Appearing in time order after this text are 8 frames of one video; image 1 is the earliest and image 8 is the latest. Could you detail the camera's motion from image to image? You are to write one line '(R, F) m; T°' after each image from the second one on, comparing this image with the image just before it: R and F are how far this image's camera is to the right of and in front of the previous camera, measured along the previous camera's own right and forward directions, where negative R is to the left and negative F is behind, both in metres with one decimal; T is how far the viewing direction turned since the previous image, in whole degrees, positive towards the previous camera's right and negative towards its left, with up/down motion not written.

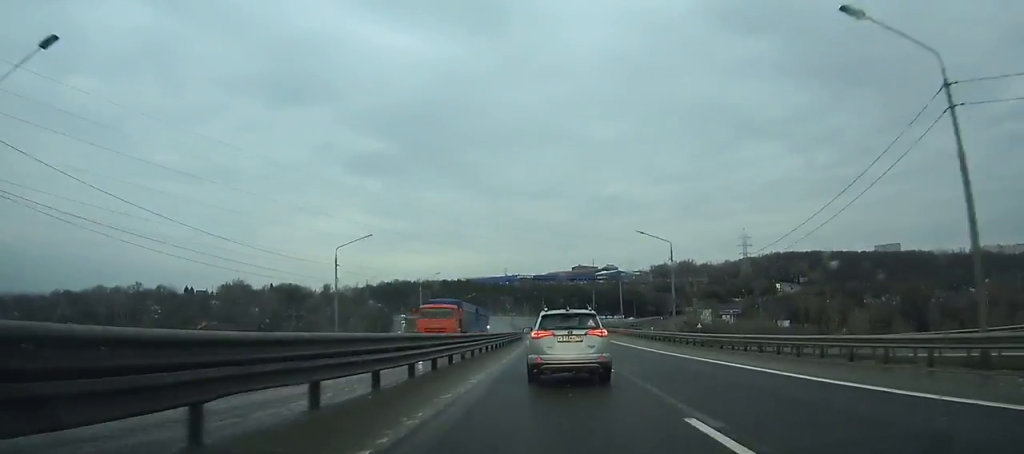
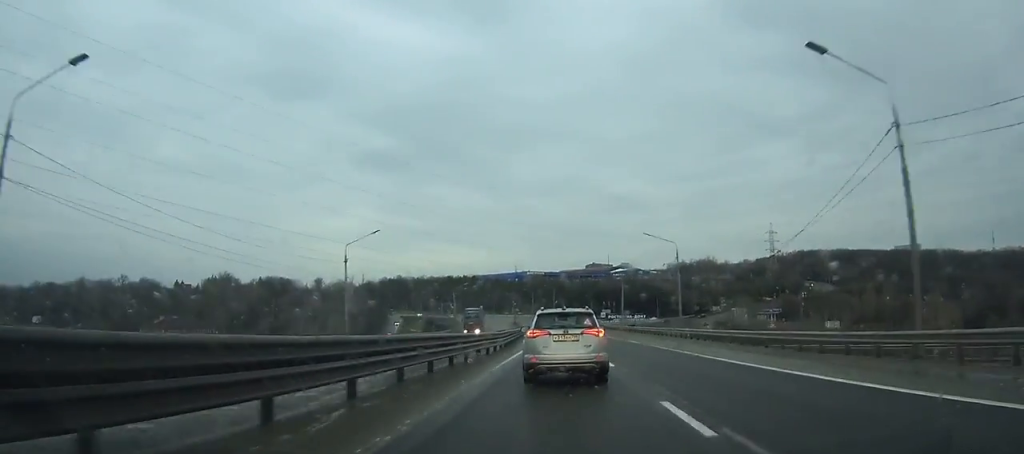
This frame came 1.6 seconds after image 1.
(0.0, +34.4) m; 0°
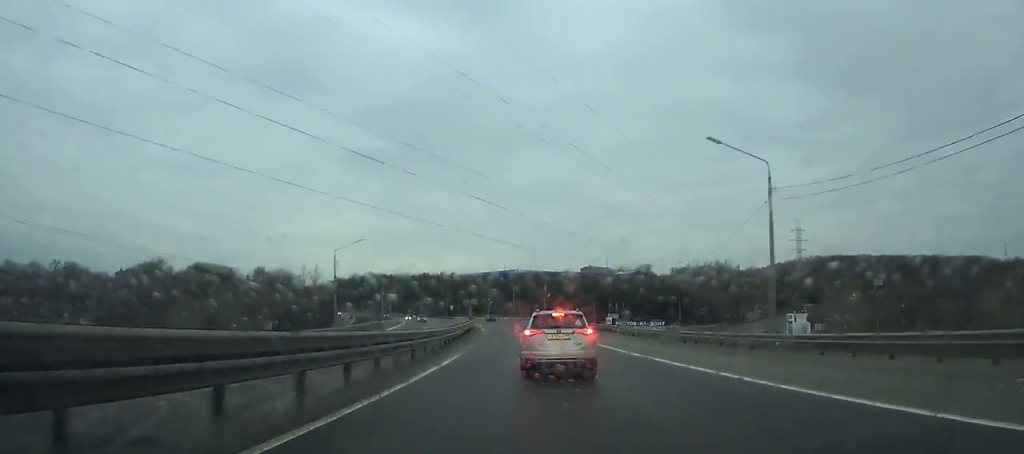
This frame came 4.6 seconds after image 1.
(-0.4, +64.0) m; -3°
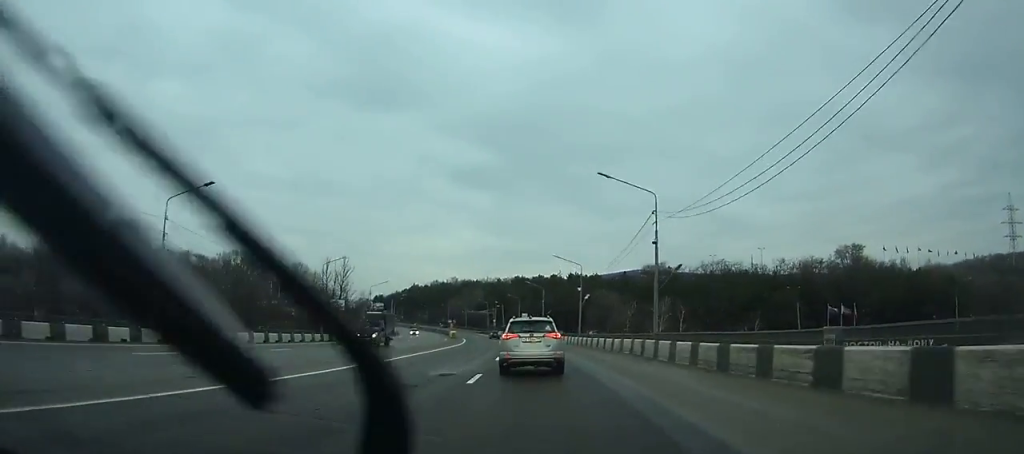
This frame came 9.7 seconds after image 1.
(-8.3, +106.2) m; -11°
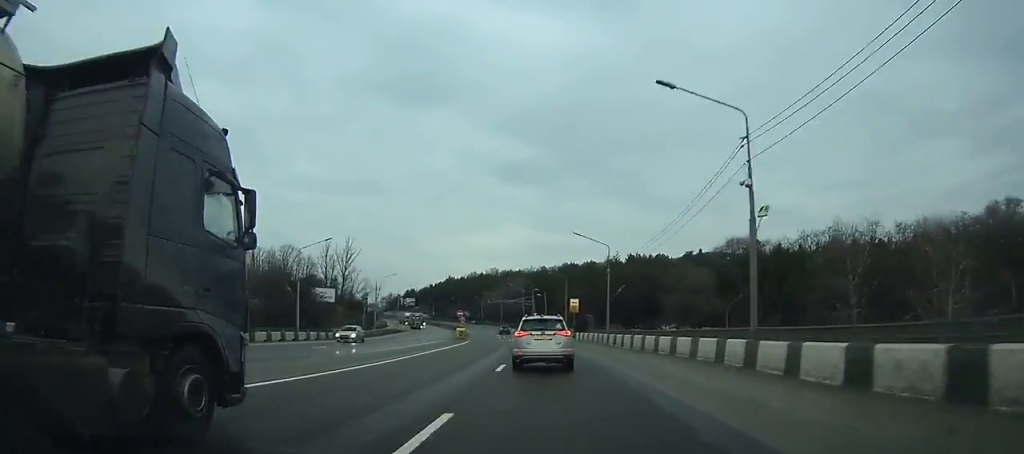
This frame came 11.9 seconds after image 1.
(-2.2, +45.6) m; -5°
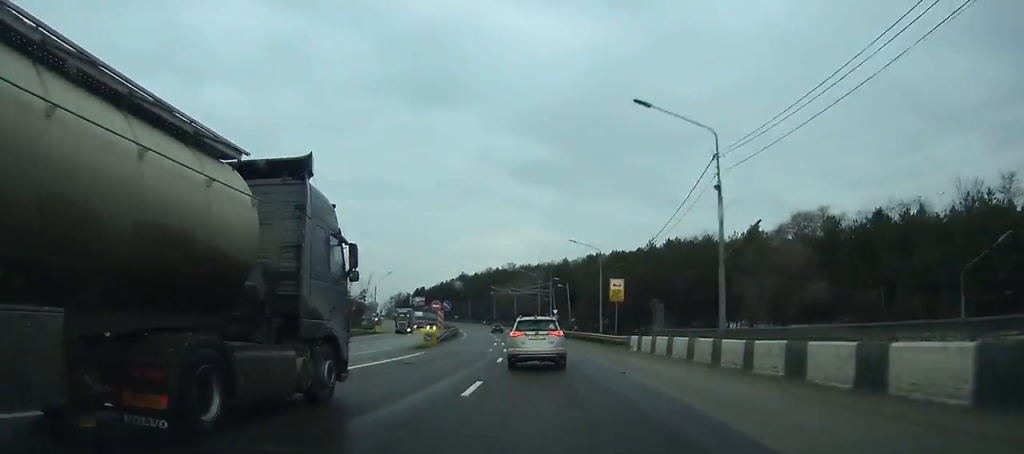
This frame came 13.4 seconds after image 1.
(-1.1, +31.0) m; -3°
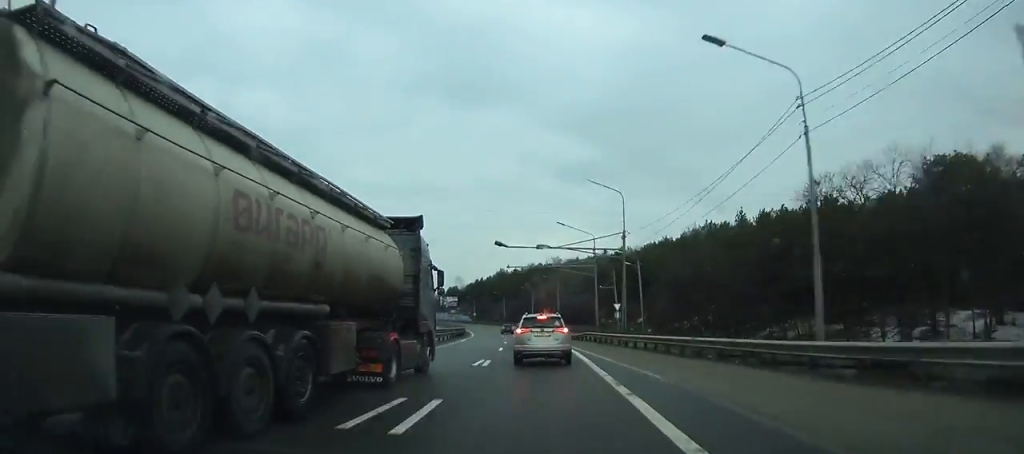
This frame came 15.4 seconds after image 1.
(-0.5, +41.4) m; -4°
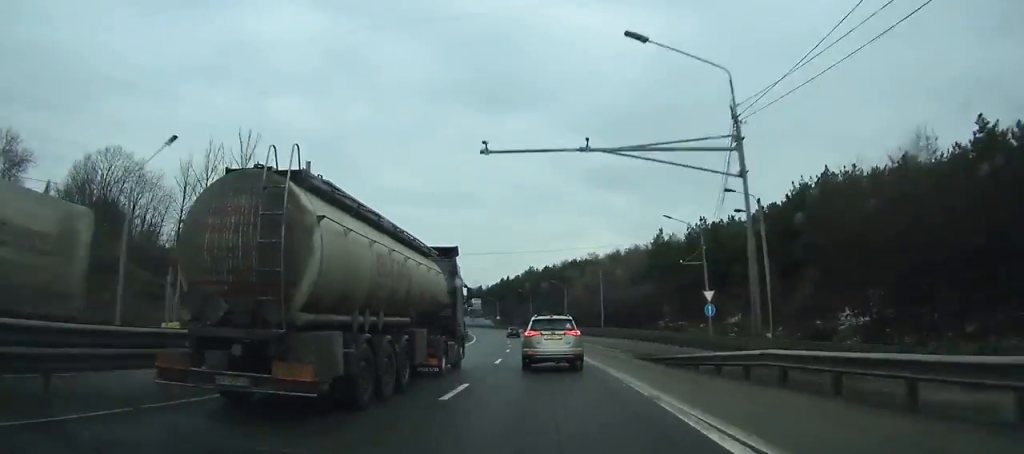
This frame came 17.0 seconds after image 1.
(-2.0, +32.5) m; -3°
